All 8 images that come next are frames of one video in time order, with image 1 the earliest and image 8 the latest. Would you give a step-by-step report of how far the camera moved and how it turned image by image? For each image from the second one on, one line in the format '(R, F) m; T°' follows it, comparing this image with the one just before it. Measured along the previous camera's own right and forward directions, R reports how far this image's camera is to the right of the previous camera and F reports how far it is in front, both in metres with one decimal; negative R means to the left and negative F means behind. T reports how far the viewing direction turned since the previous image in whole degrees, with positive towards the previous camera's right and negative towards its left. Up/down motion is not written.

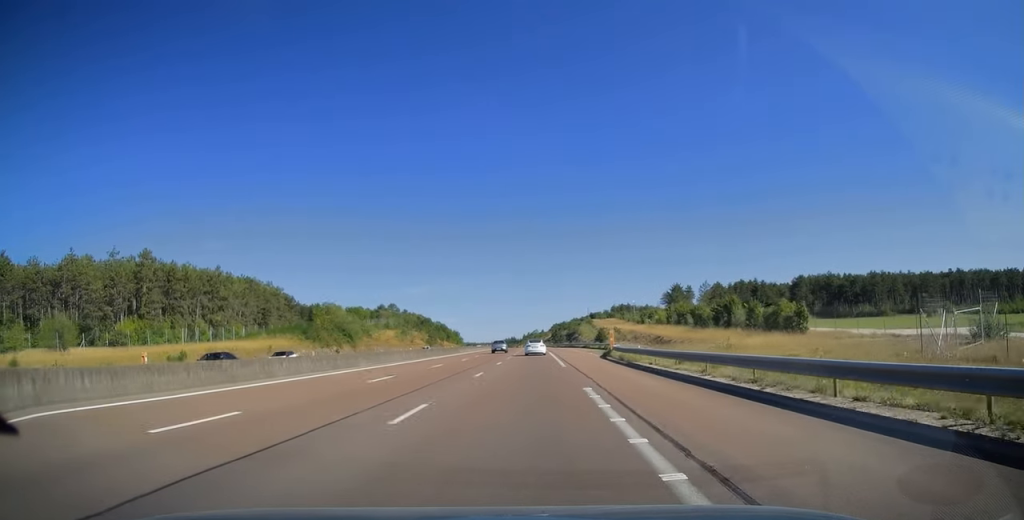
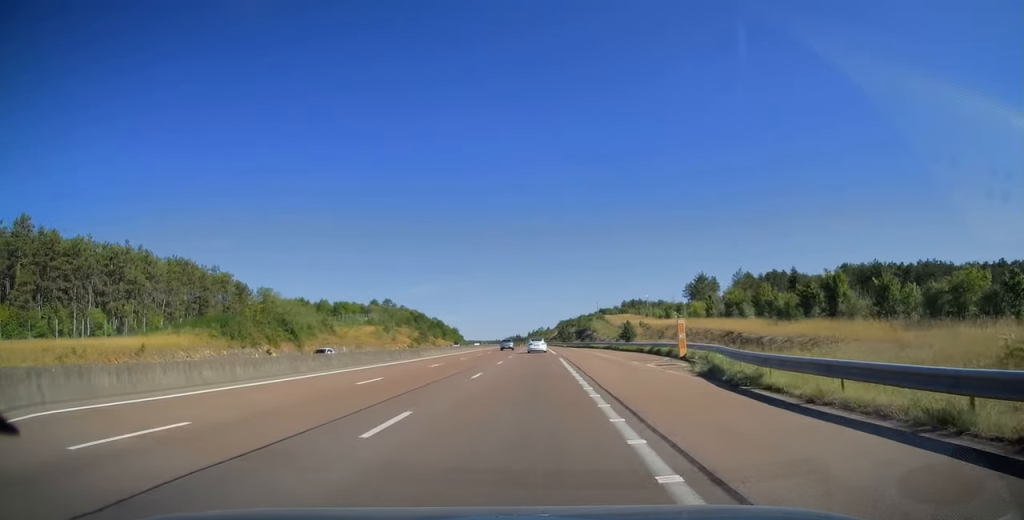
(-0.1, +27.8) m; 0°
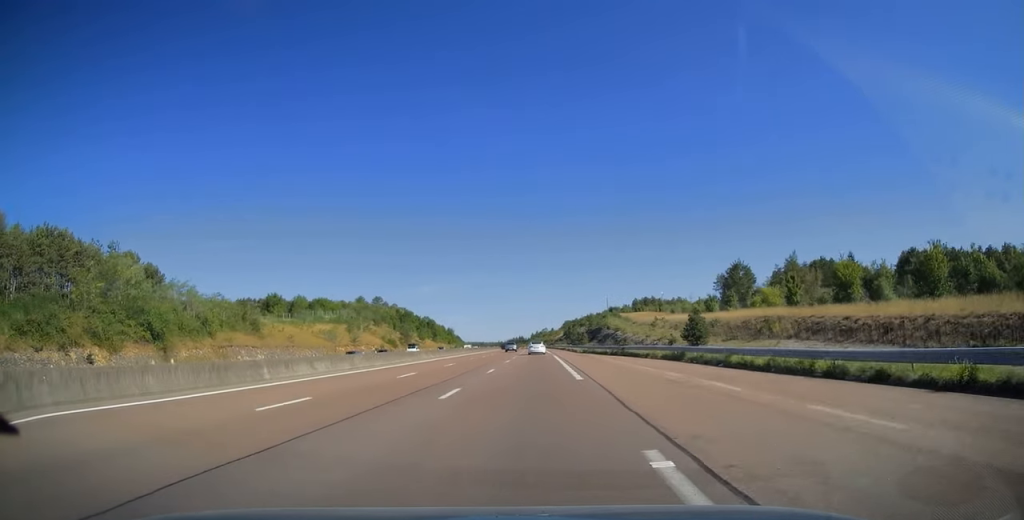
(-0.2, +33.4) m; -1°
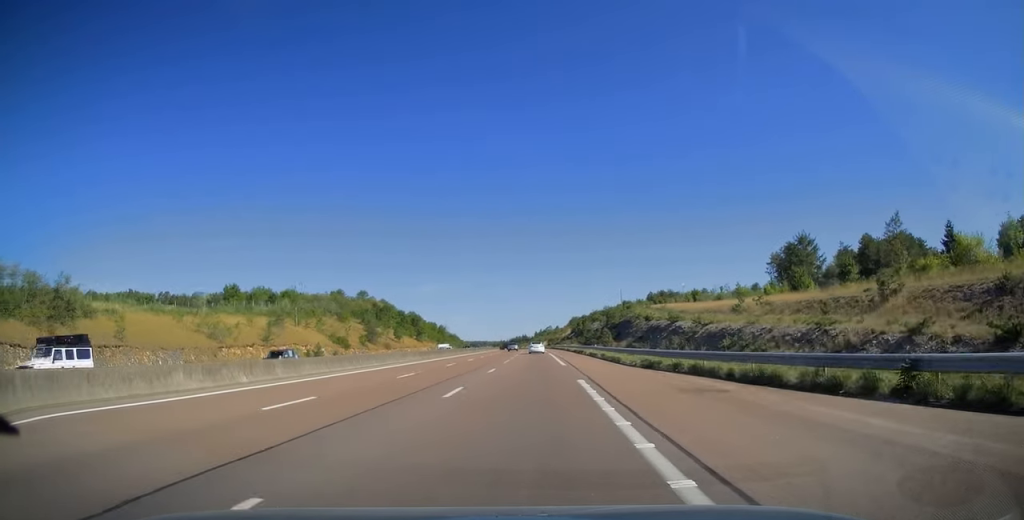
(-0.3, +38.9) m; 0°
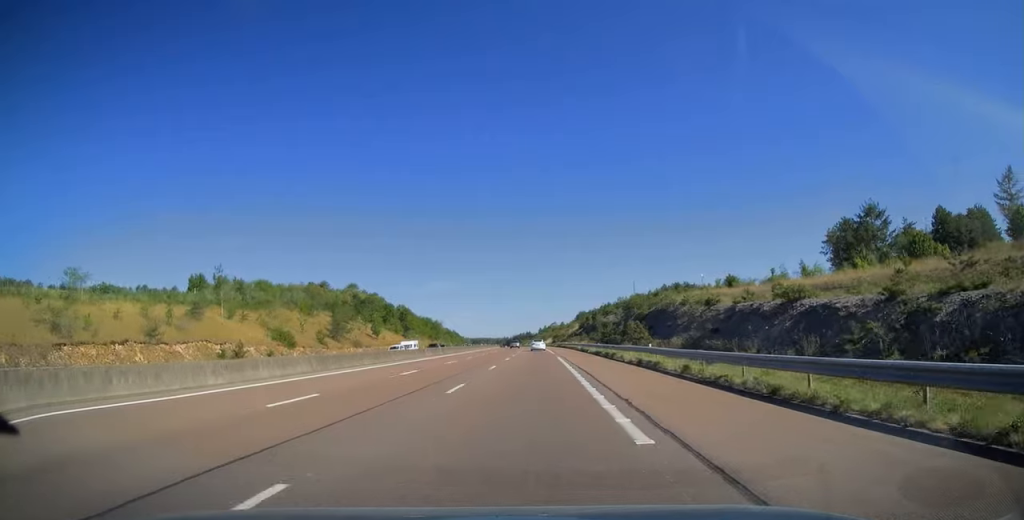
(+0.1, +25.8) m; 0°
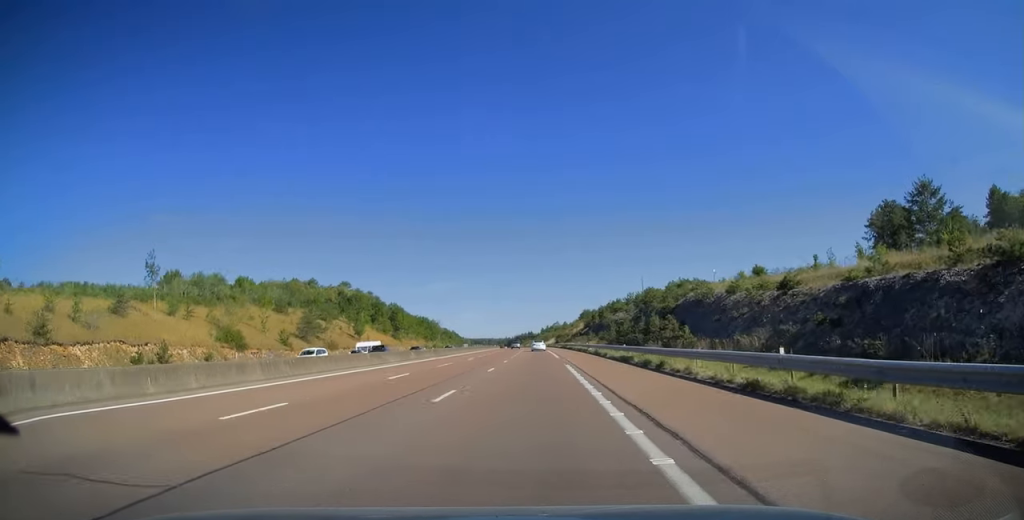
(-0.1, +15.1) m; 0°
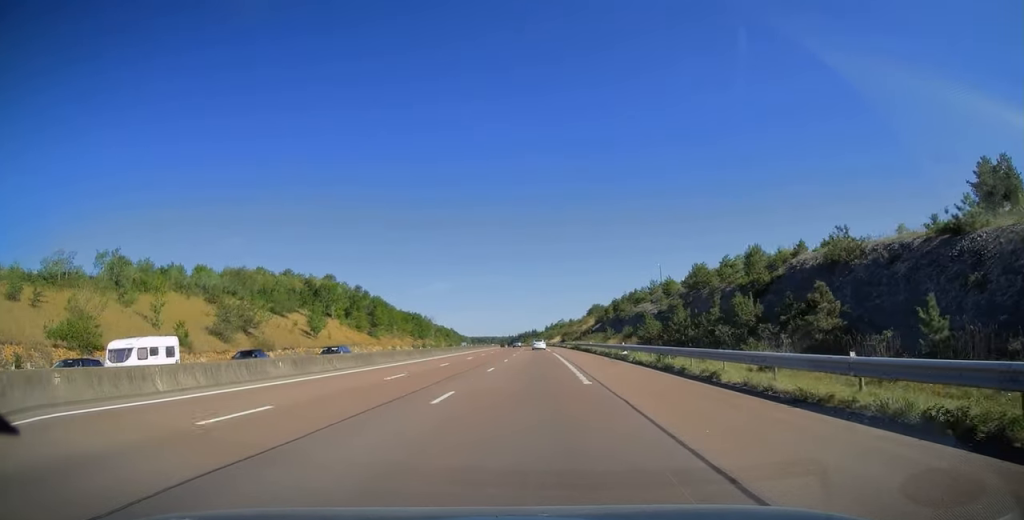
(-0.1, +26.8) m; 0°
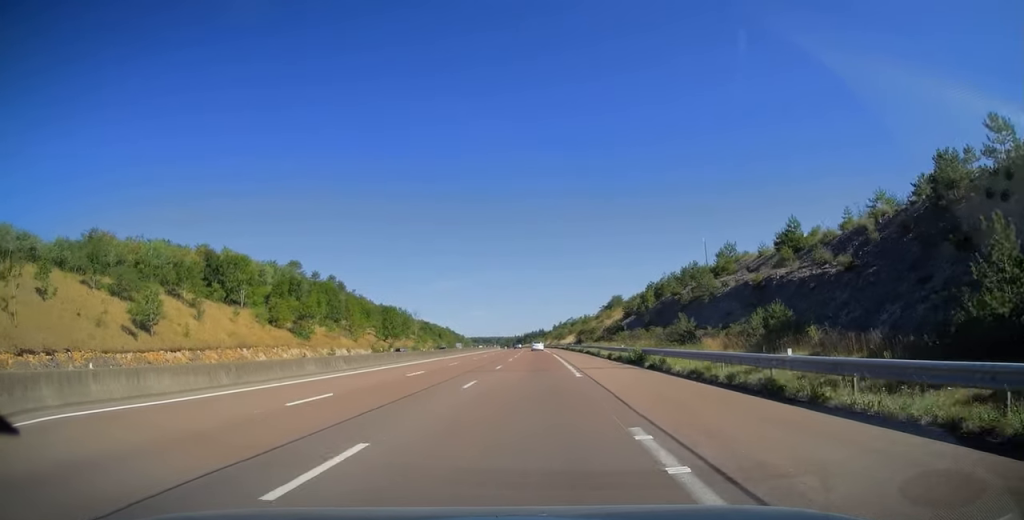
(-0.4, +47.5) m; -1°
